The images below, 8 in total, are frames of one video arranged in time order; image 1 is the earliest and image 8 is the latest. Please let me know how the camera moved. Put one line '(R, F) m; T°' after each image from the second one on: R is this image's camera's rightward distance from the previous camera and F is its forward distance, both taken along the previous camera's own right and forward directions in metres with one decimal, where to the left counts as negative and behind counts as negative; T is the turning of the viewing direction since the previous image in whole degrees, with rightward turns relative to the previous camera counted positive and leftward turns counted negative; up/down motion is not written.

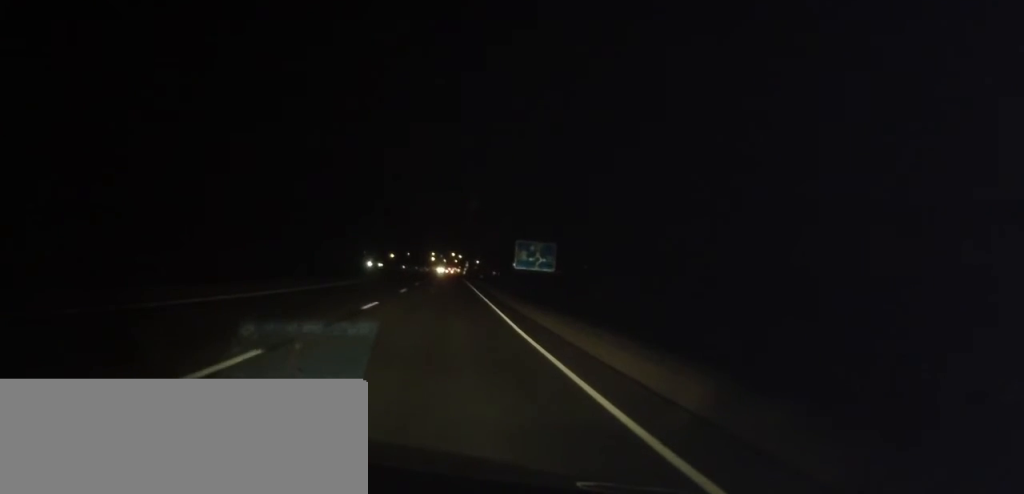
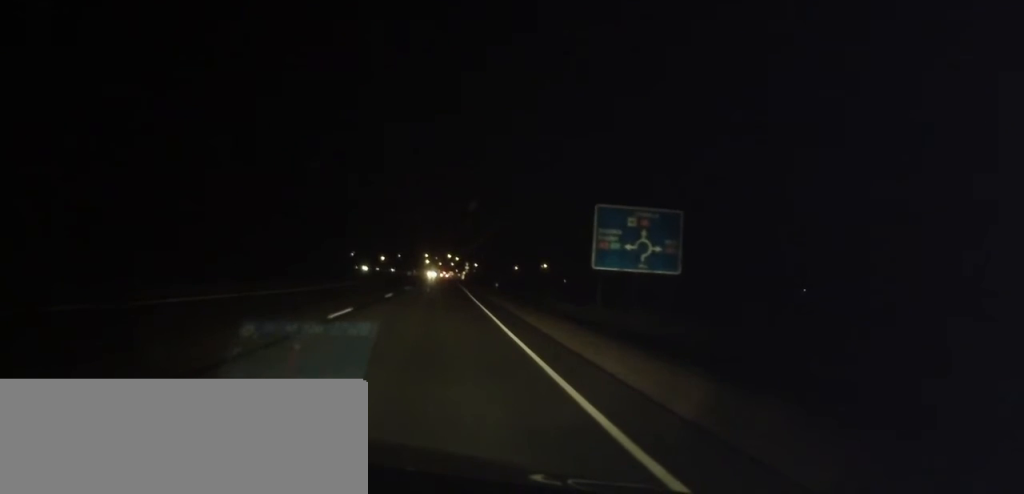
(+0.5, +39.9) m; +1°
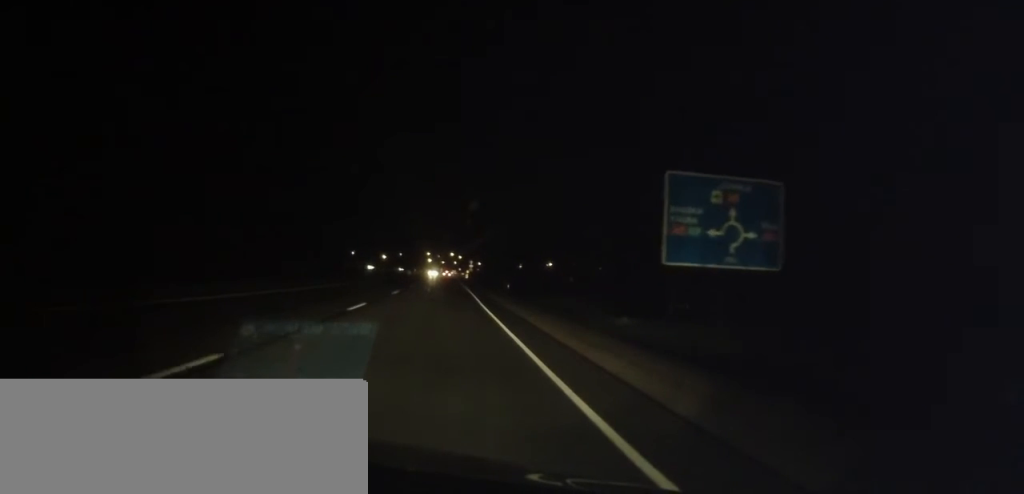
(+0.3, +9.8) m; 0°
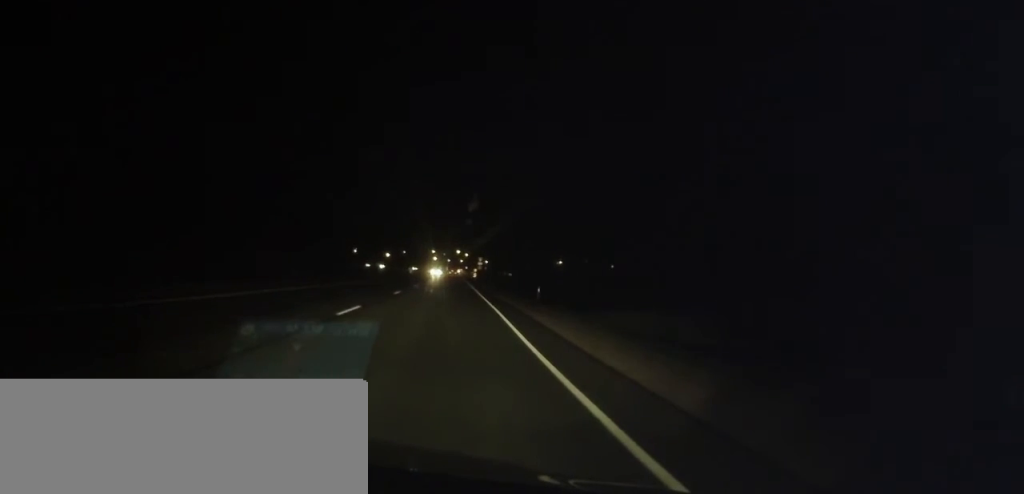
(-0.4, +14.8) m; 0°
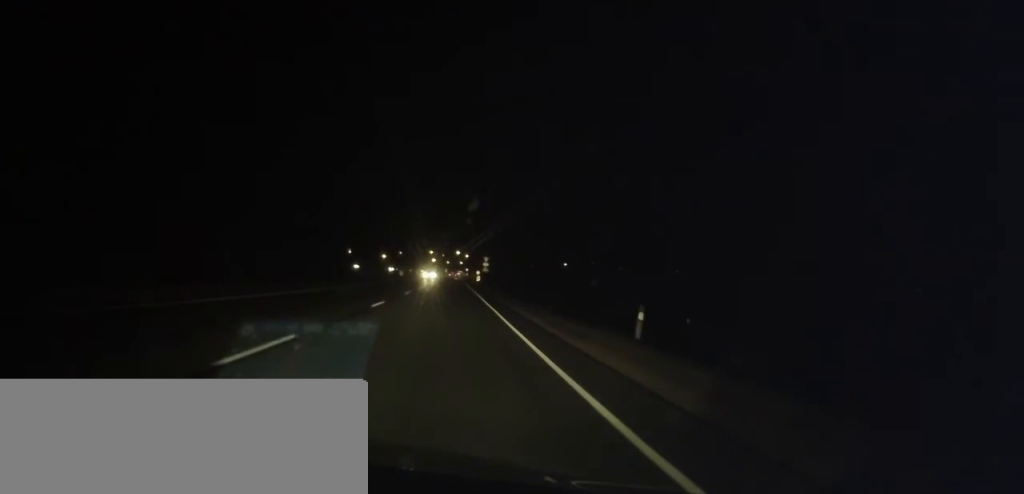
(+0.3, +19.8) m; 0°
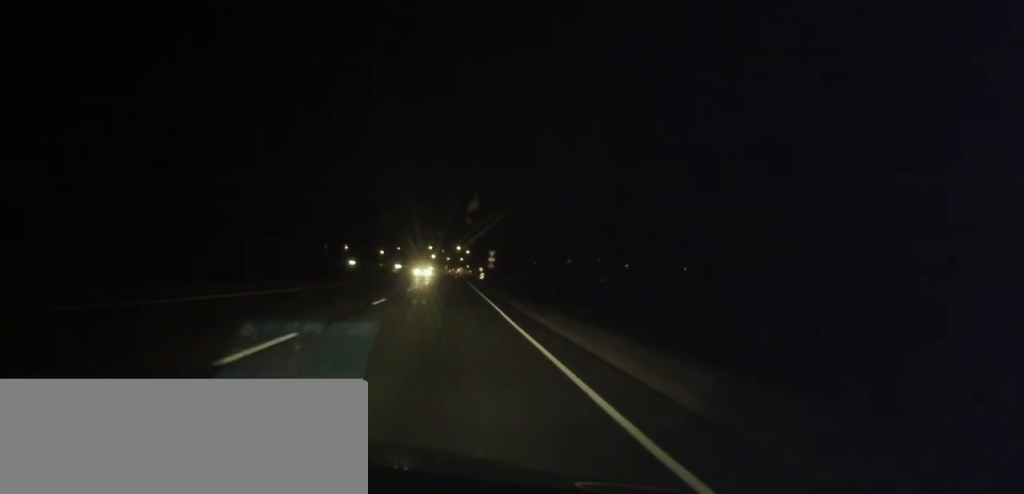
(-0.2, +12.5) m; -1°
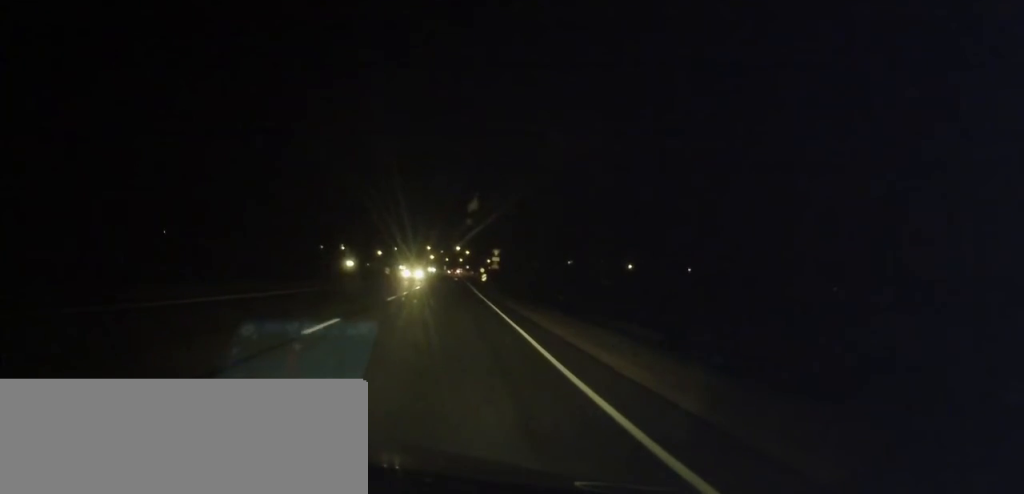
(-0.1, +8.7) m; -1°
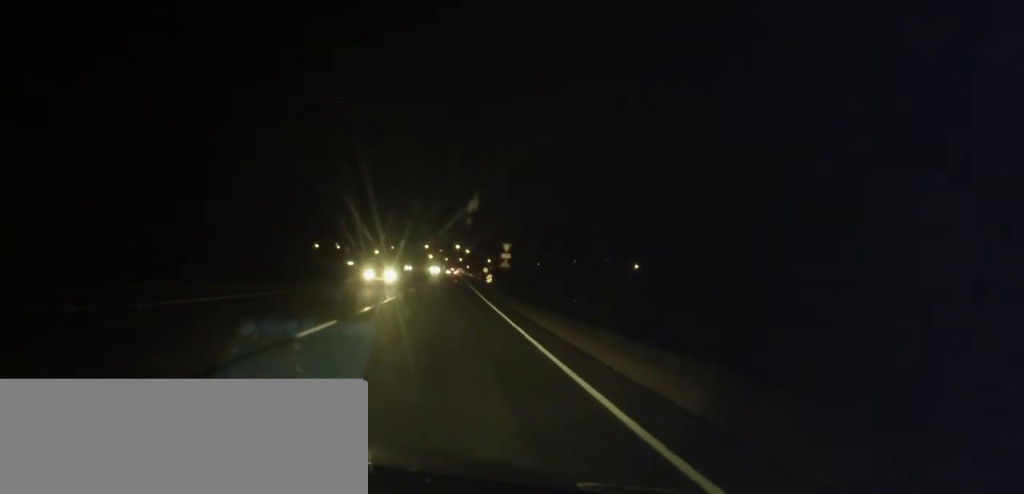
(0.0, +12.9) m; 0°
